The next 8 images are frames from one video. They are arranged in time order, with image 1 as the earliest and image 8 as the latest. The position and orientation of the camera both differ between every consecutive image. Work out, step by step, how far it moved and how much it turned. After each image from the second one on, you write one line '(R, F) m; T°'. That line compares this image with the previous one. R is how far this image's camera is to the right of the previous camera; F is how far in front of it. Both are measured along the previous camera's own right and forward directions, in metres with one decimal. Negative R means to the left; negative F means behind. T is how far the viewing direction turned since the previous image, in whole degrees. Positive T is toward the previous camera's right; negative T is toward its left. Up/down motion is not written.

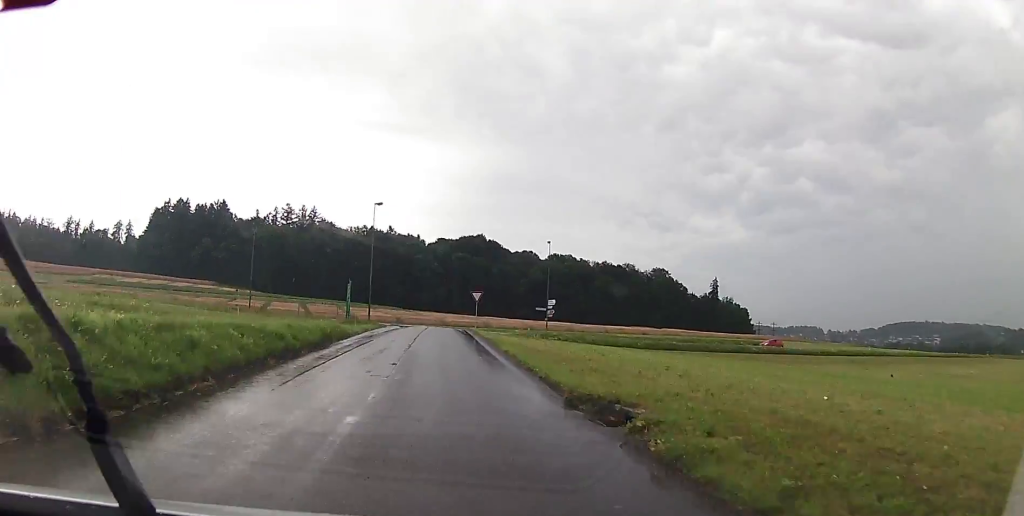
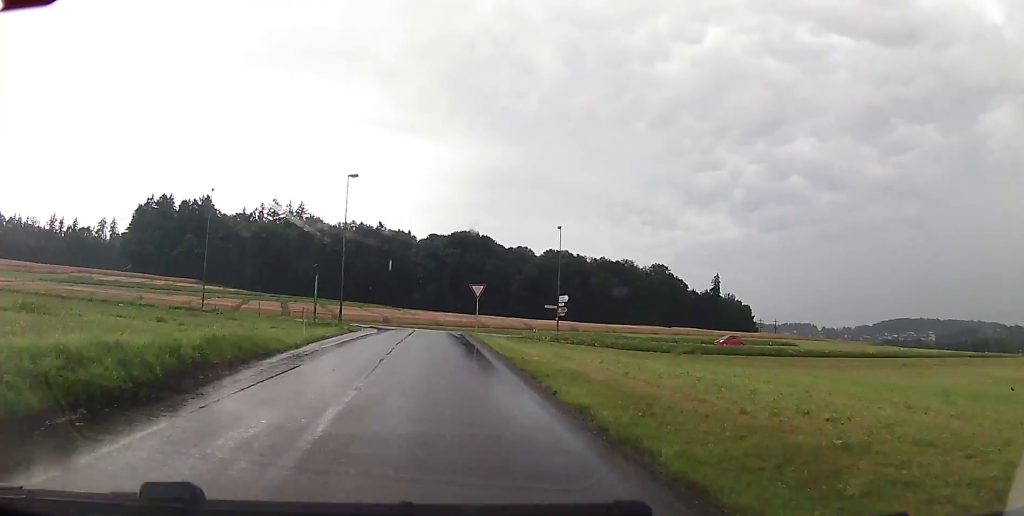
(0.0, +11.1) m; +1°
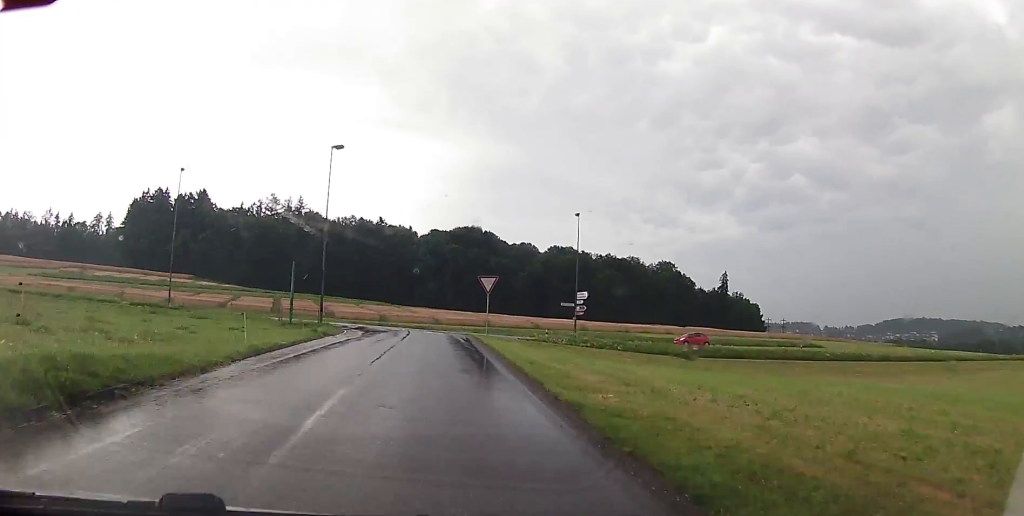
(0.0, +7.3) m; +1°
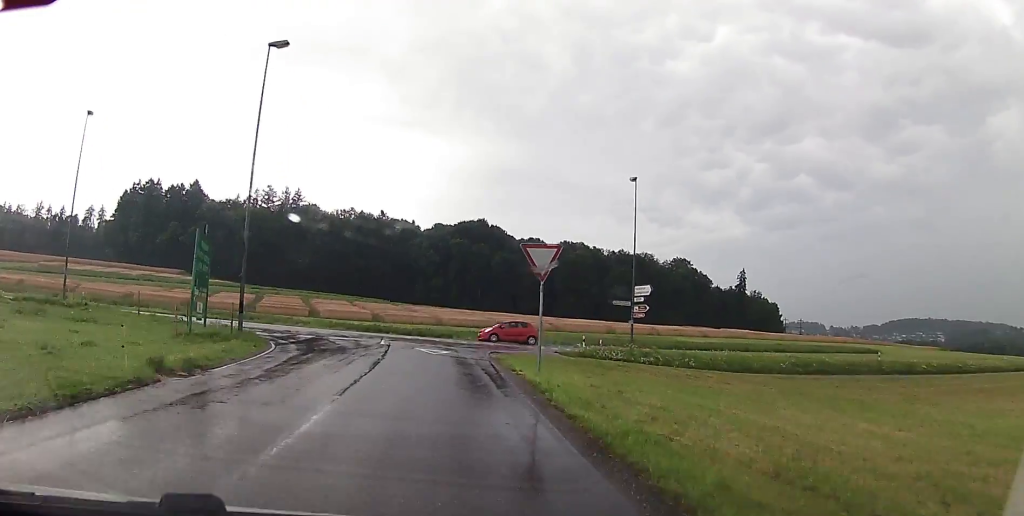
(+0.2, +15.0) m; -2°
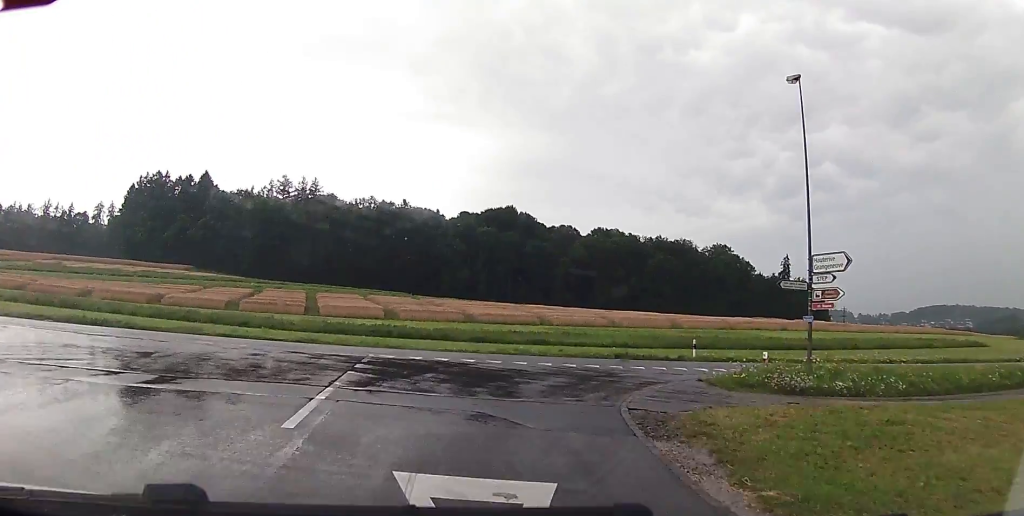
(-1.2, +16.5) m; -11°
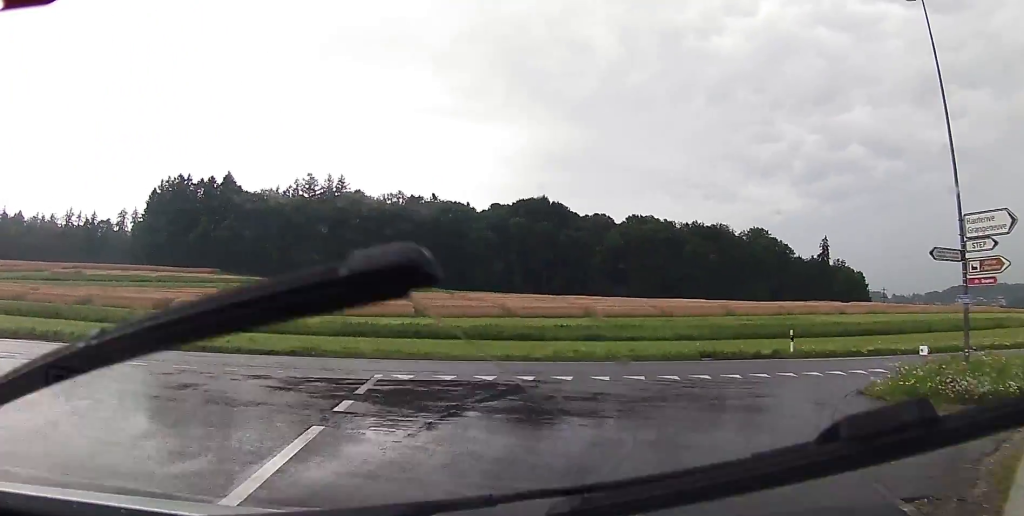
(+0.2, +5.8) m; -9°
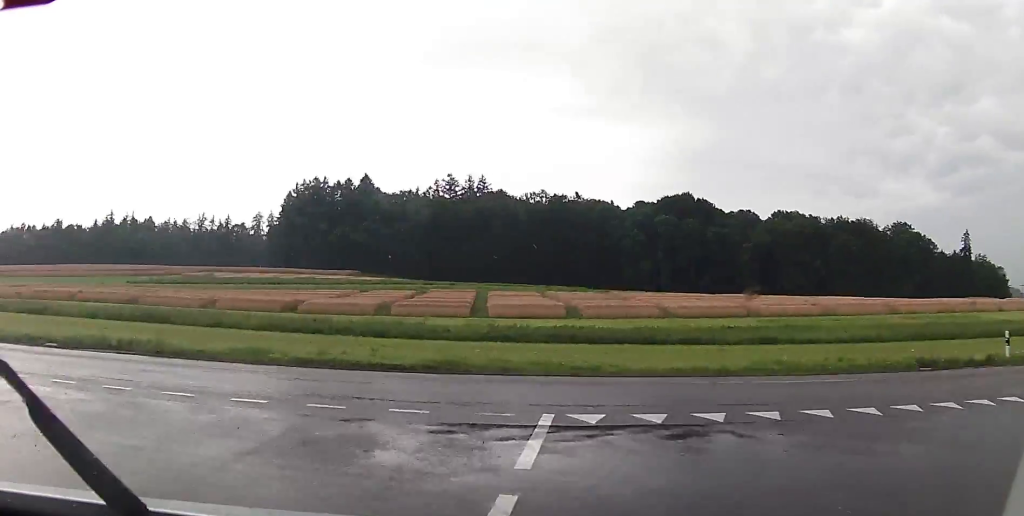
(-0.8, +3.9) m; -18°
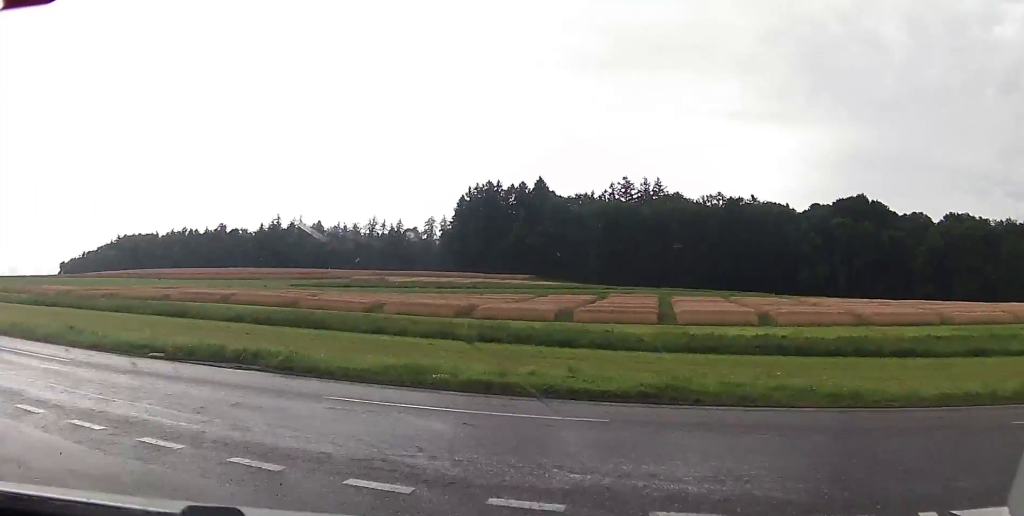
(+0.4, +3.7) m; -16°
